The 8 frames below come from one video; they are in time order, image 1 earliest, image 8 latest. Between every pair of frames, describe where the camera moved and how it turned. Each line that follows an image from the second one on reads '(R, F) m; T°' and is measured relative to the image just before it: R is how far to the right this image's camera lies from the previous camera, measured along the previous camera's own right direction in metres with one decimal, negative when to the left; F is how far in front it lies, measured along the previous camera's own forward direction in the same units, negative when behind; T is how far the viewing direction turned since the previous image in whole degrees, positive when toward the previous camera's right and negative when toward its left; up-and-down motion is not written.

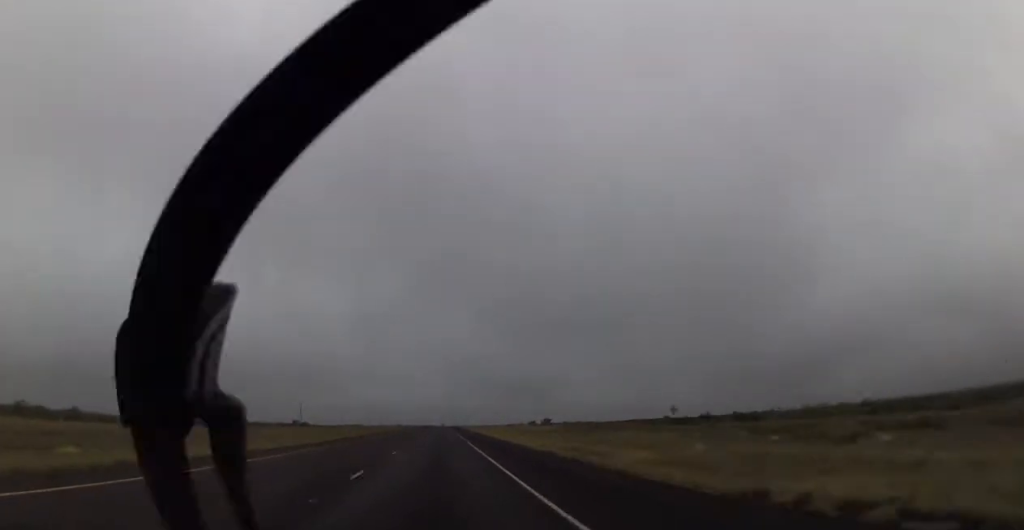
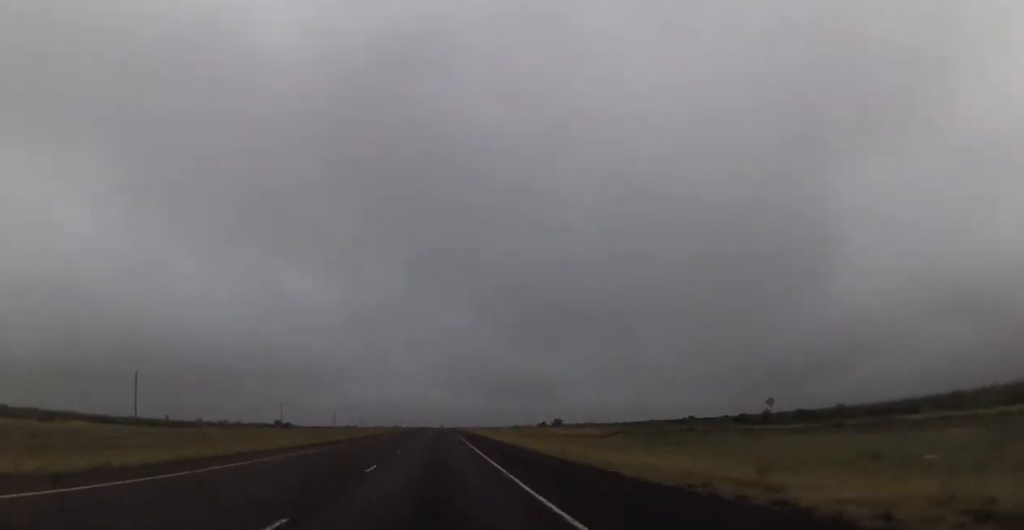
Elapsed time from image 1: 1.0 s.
(-0.3, +33.6) m; 0°
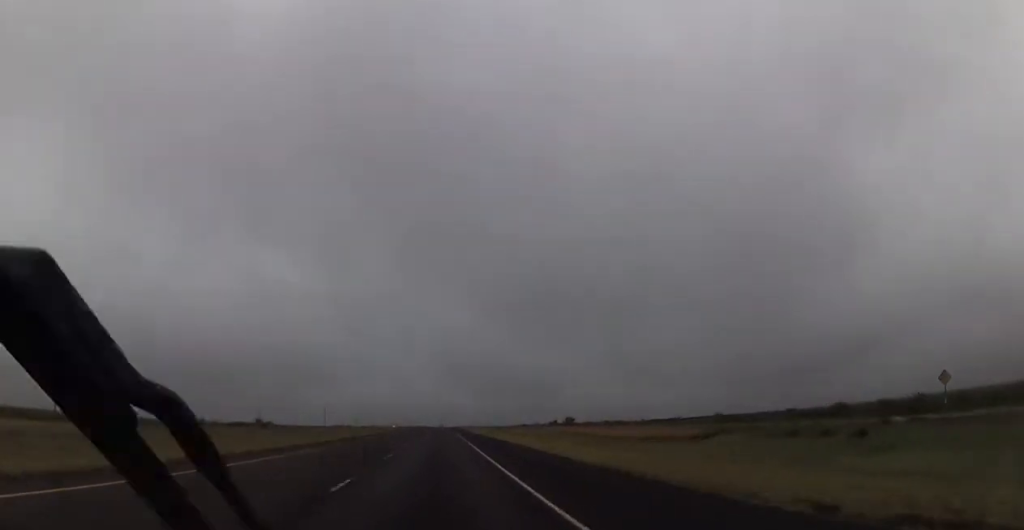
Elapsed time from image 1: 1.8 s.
(+0.2, +30.1) m; 0°
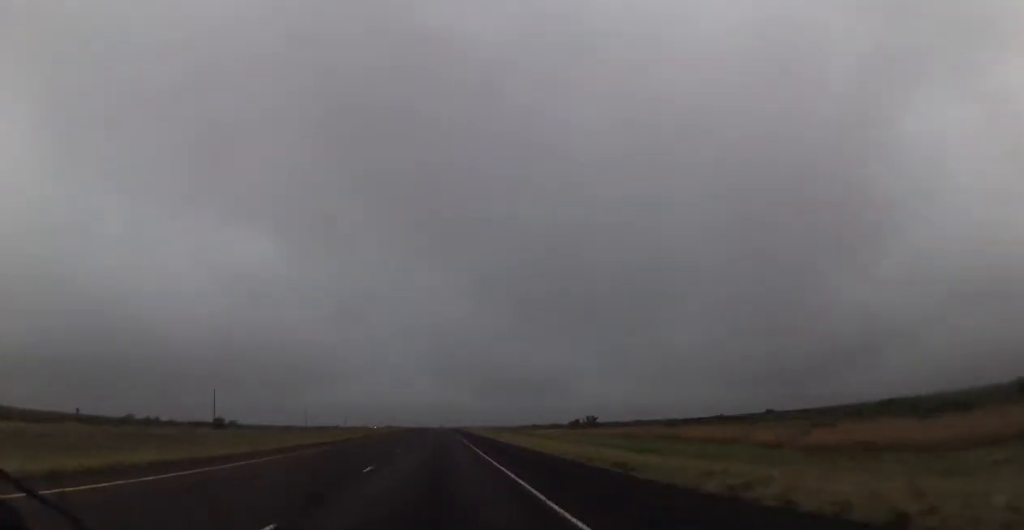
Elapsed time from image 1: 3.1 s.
(+0.1, +44.1) m; 0°
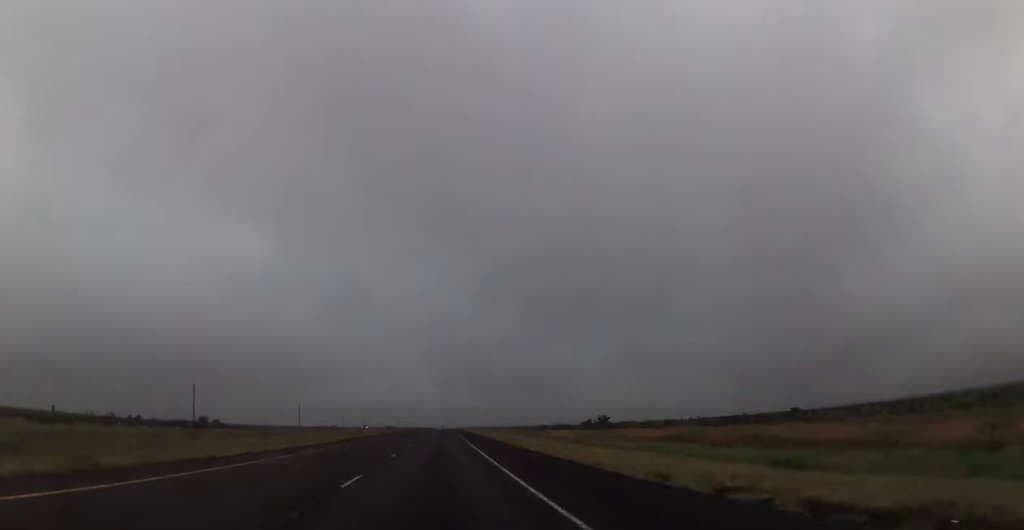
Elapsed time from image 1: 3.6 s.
(0.0, +16.3) m; 0°
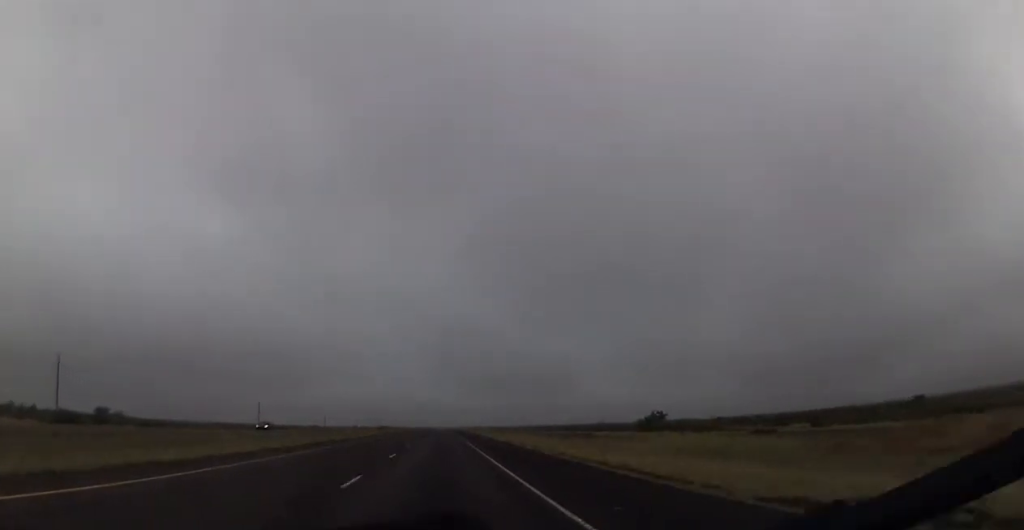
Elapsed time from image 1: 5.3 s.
(0.0, +61.6) m; 0°
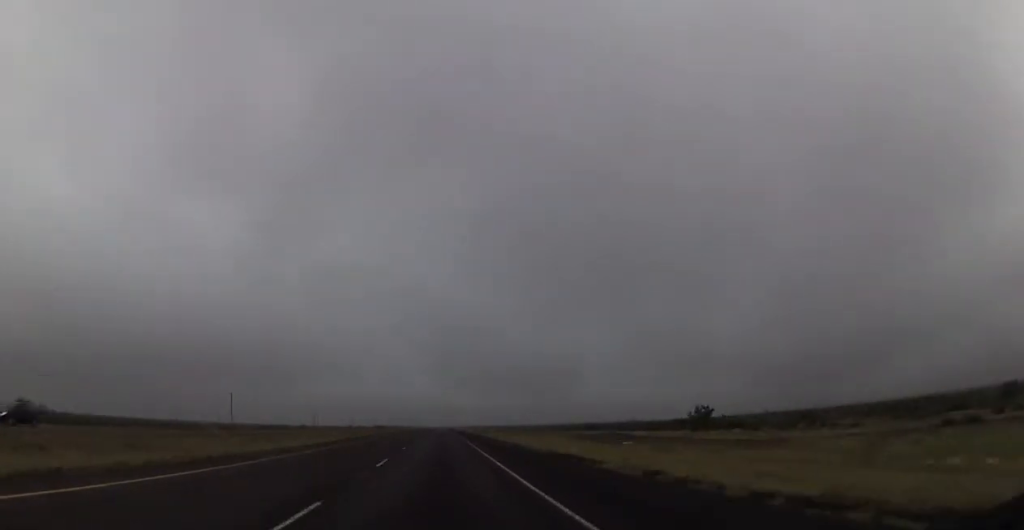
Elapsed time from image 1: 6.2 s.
(0.0, +30.3) m; -1°
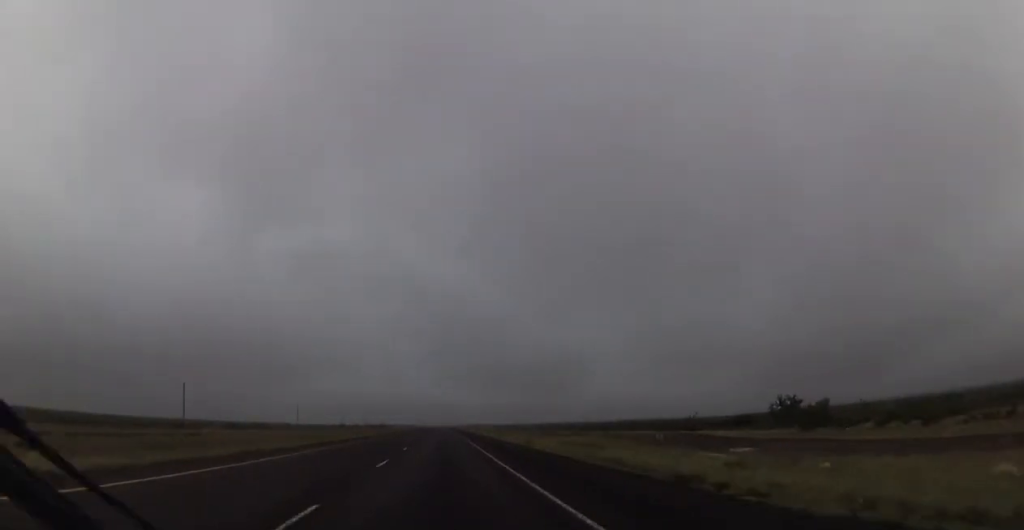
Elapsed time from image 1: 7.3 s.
(-0.3, +37.3) m; 0°
